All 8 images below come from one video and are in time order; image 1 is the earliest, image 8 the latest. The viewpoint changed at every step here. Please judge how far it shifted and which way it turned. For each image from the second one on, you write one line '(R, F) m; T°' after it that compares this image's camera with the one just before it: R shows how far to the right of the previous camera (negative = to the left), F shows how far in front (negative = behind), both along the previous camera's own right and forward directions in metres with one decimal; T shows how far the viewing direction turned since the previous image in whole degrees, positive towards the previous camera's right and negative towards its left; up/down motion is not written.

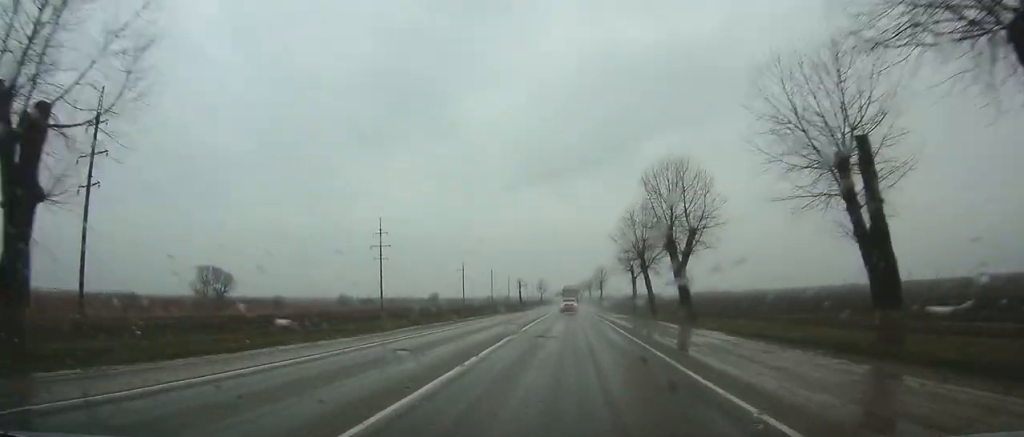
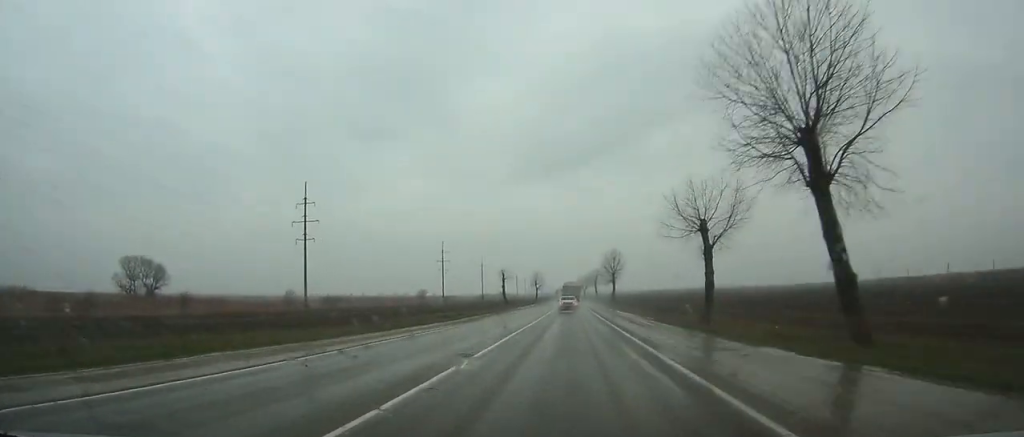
(0.0, +40.1) m; 0°
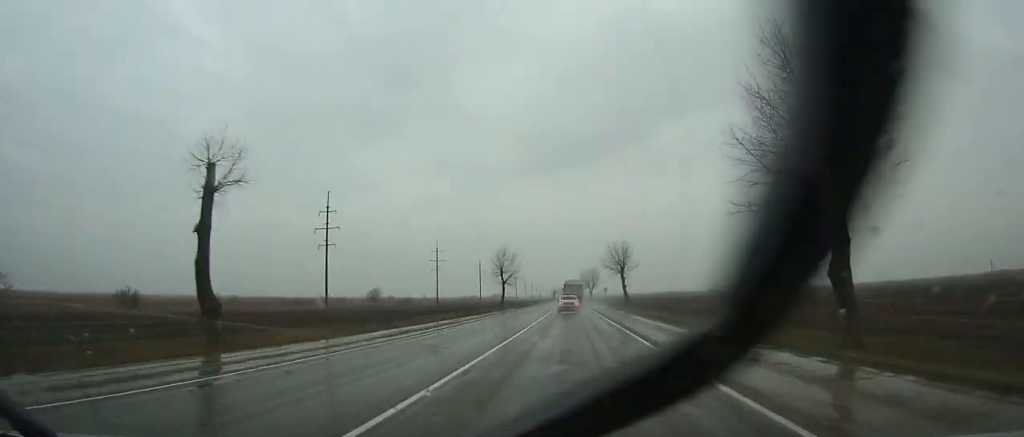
(+0.6, +98.1) m; 0°
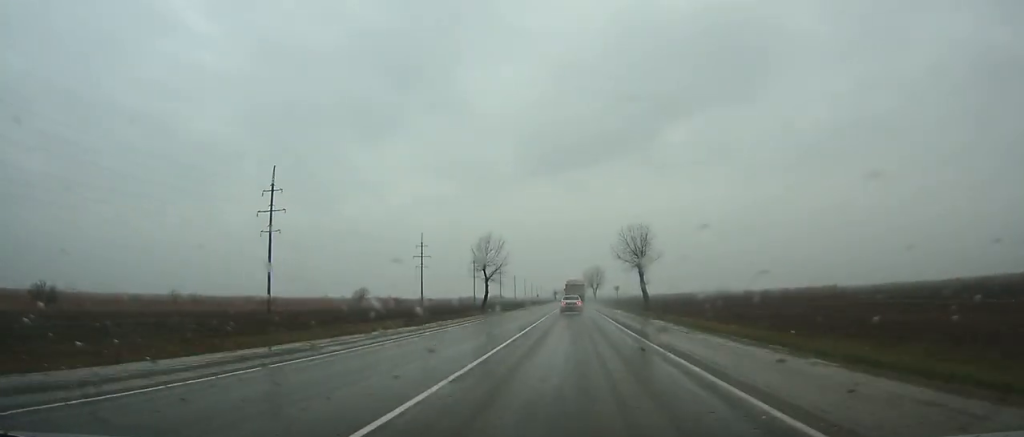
(0.0, +21.8) m; 0°
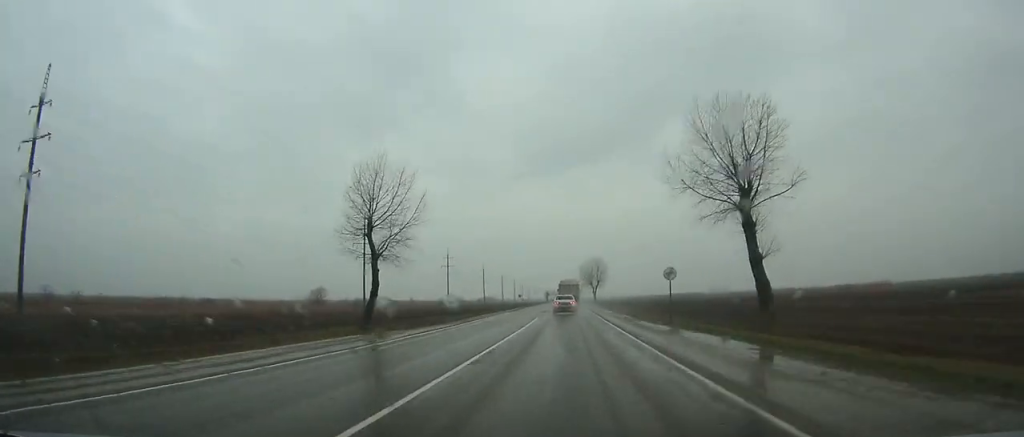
(0.0, +43.8) m; 0°
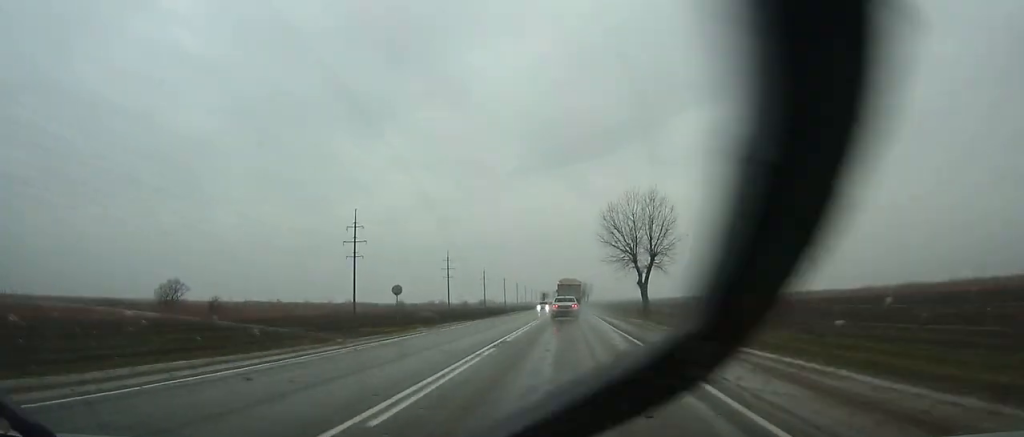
(-0.4, +99.9) m; -1°
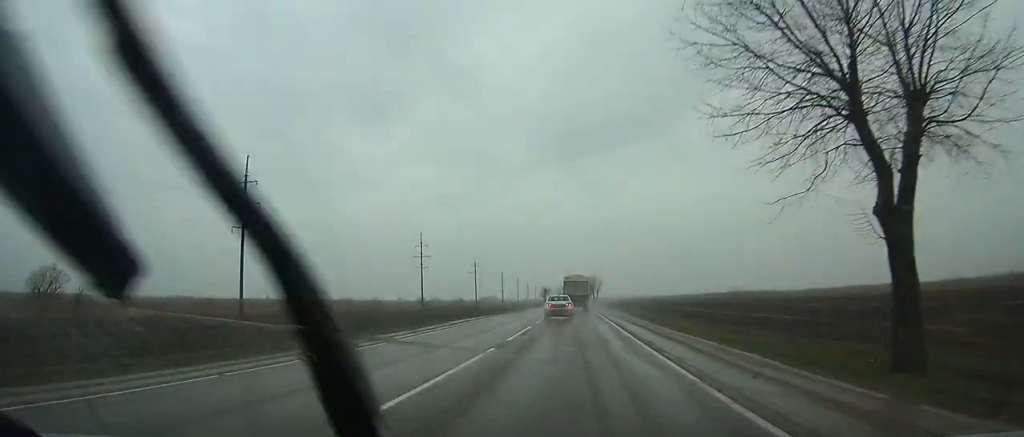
(-0.1, +49.2) m; 0°
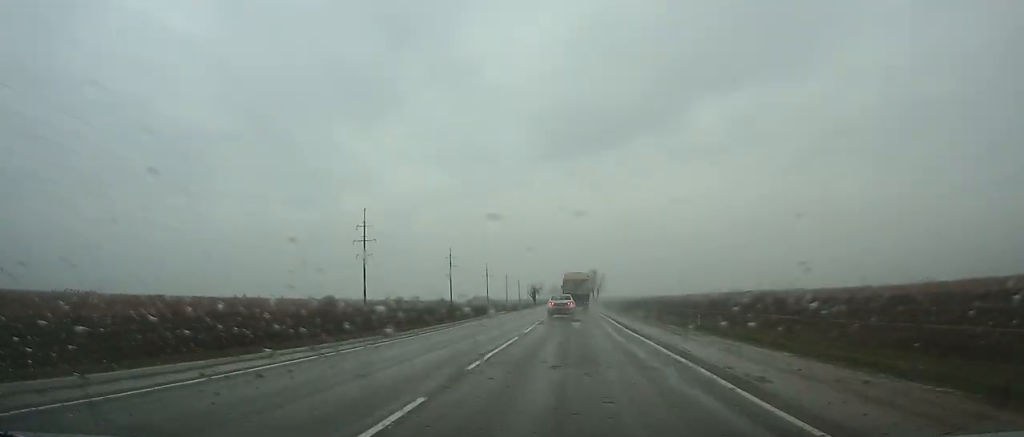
(+0.2, +47.7) m; 0°
